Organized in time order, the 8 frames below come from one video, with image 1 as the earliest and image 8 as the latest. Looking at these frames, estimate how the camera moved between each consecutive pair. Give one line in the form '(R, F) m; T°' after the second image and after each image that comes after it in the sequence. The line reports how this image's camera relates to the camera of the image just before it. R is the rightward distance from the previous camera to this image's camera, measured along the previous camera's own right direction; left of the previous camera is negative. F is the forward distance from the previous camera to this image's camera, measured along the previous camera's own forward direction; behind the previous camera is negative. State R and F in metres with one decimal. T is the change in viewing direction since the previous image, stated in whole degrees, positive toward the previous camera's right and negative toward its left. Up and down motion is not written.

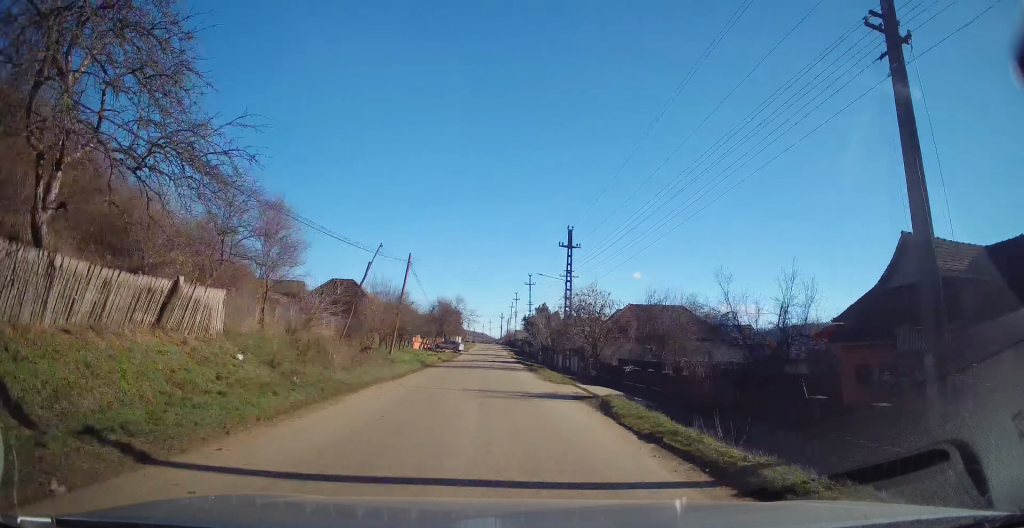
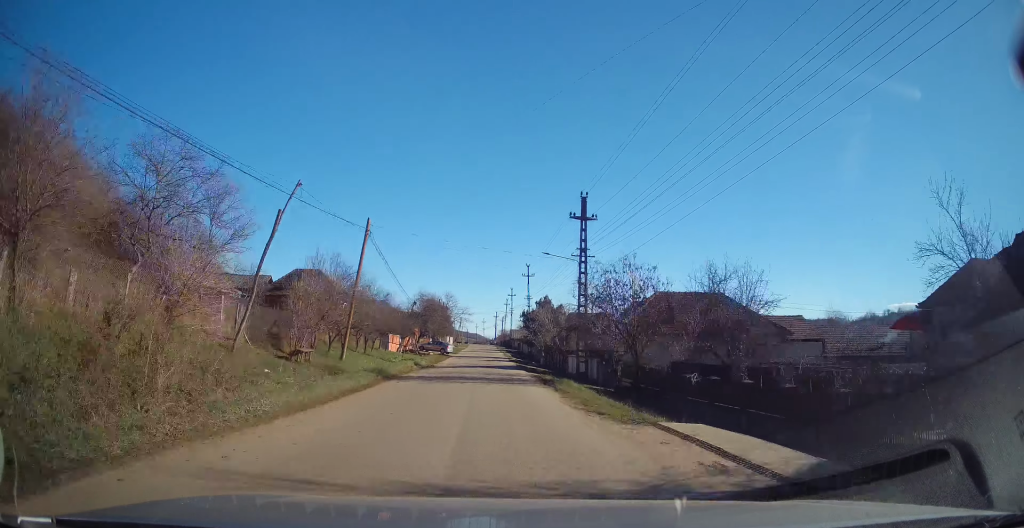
(+0.2, +10.2) m; +1°
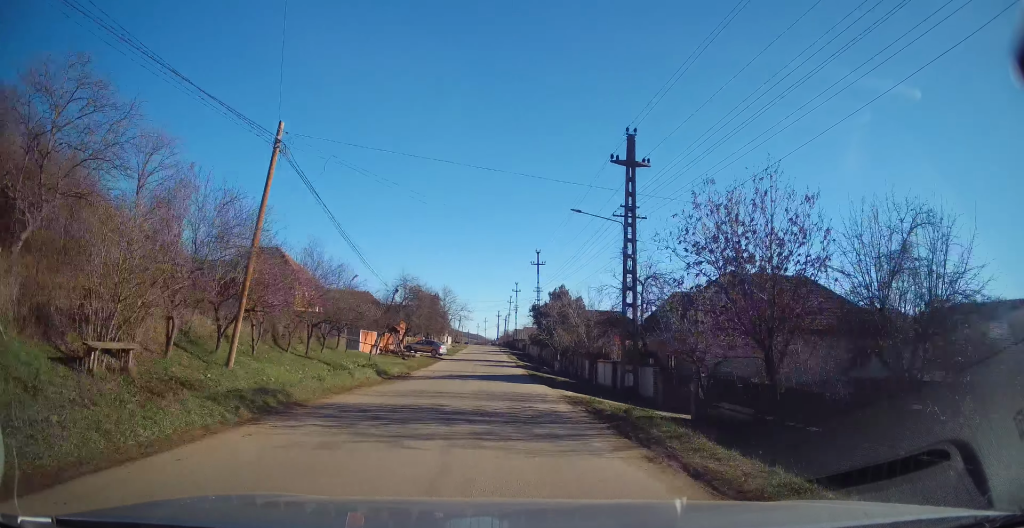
(+0.2, +11.3) m; +1°
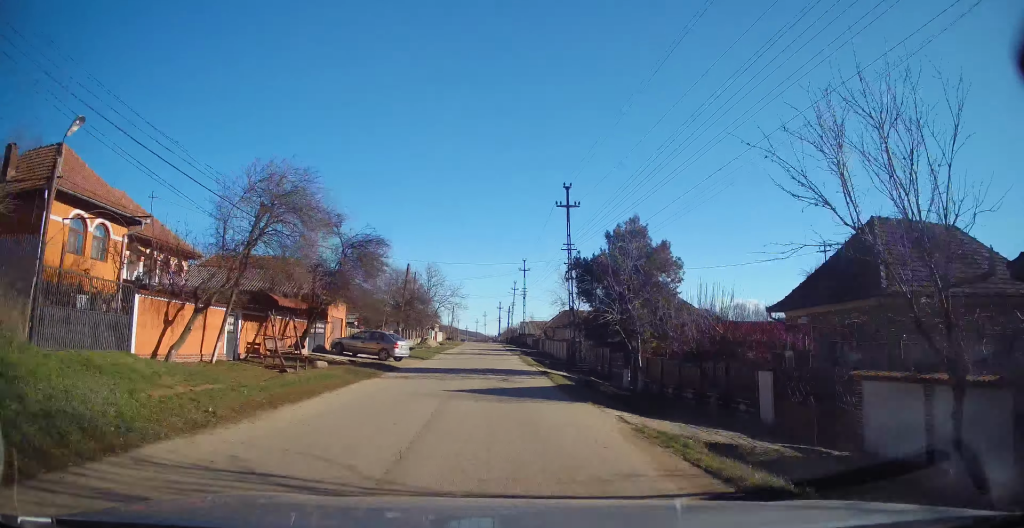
(0.0, +23.9) m; 0°
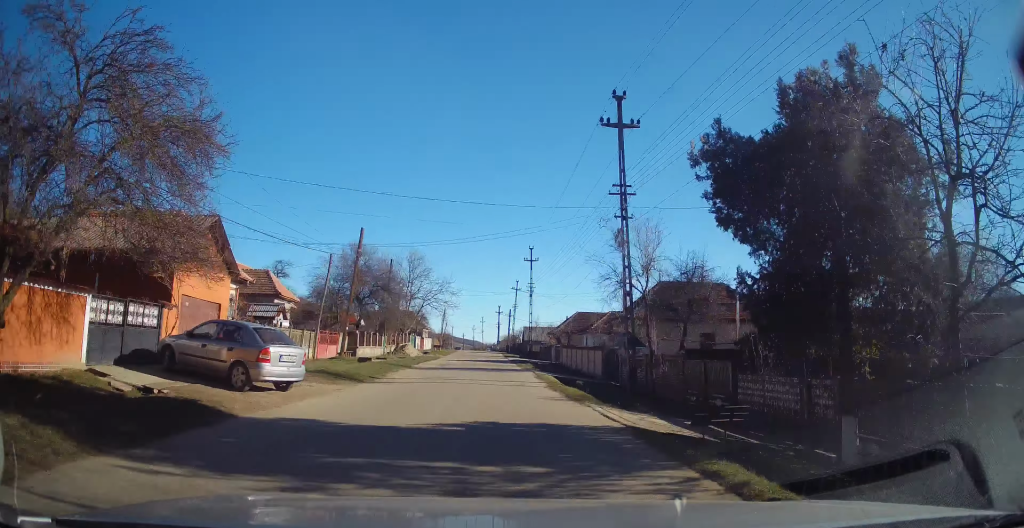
(0.0, +15.2) m; 0°
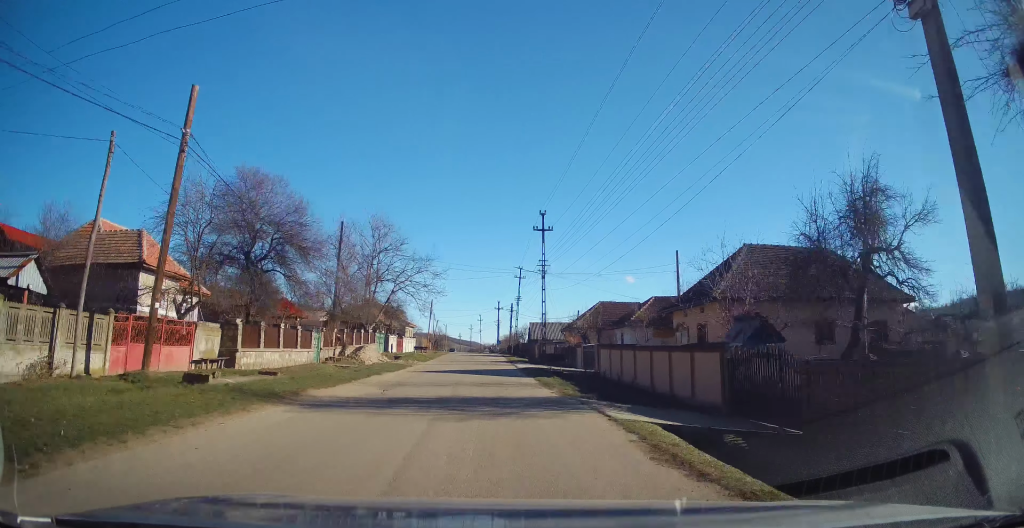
(-0.1, +16.2) m; 0°
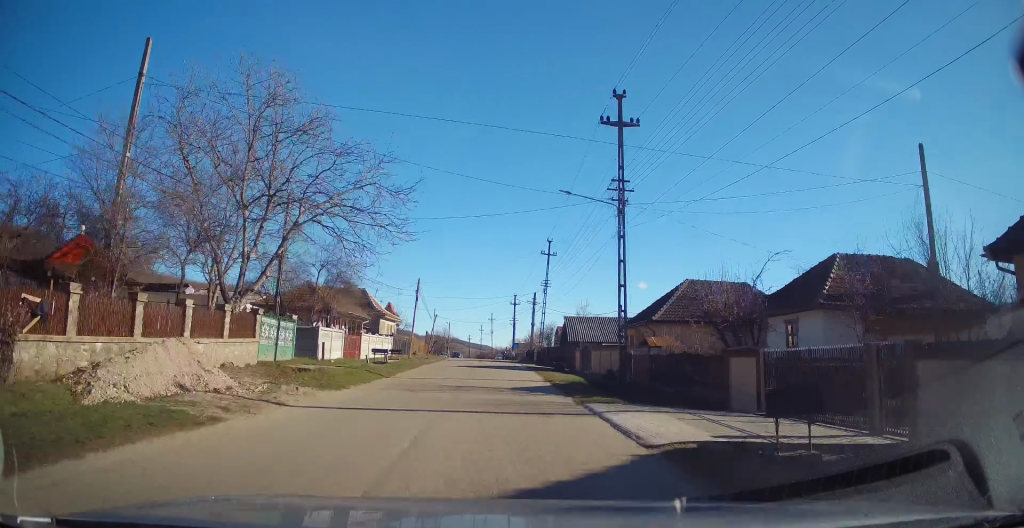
(+0.2, +22.7) m; -1°
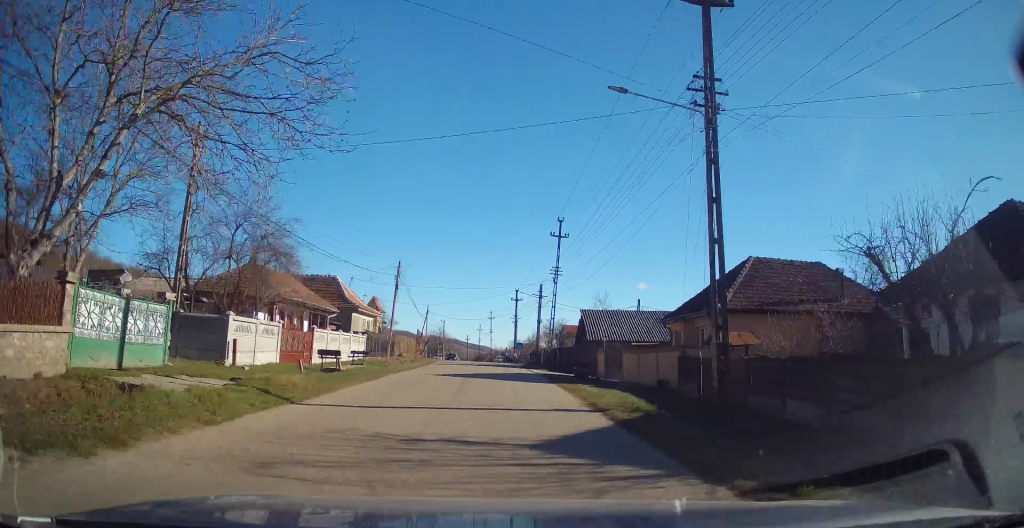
(-0.4, +9.1) m; -1°
